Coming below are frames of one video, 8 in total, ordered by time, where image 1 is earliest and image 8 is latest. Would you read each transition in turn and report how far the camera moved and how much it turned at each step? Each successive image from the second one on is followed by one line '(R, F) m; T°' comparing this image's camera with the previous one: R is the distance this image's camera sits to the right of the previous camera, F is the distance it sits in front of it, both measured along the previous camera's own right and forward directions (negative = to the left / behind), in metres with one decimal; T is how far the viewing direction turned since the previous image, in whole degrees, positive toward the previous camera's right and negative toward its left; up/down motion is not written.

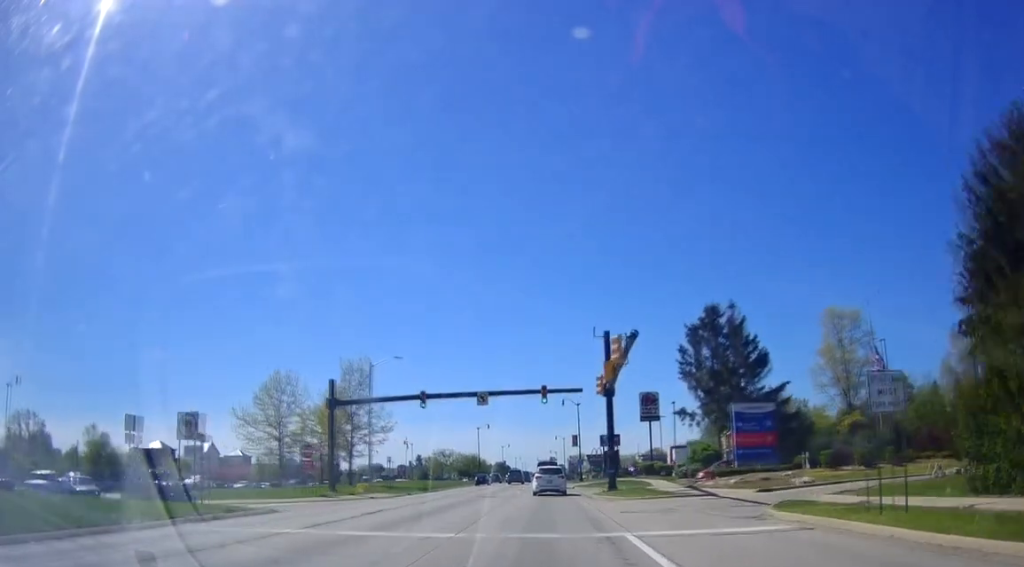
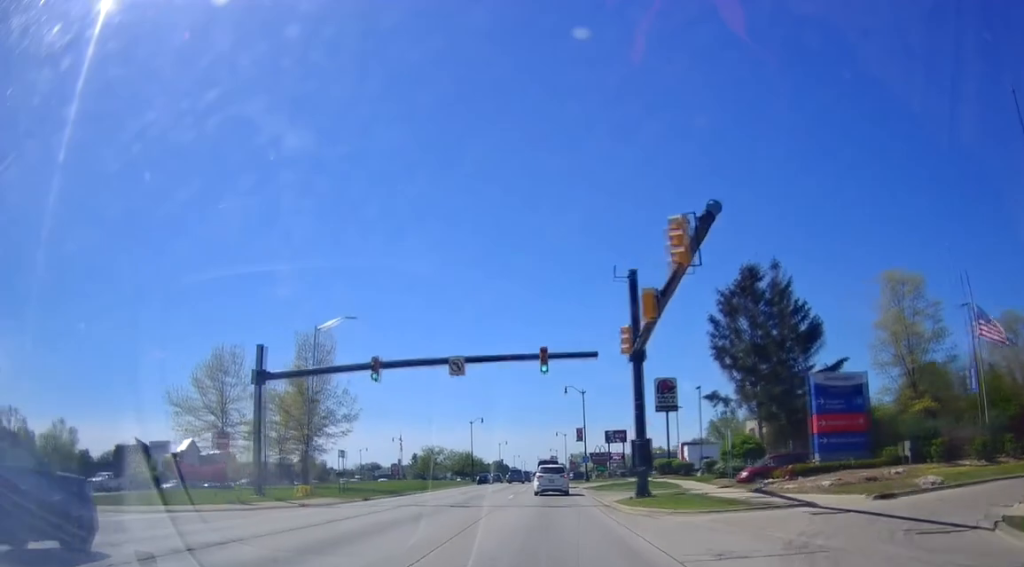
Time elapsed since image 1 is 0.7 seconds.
(+0.3, +11.4) m; +1°
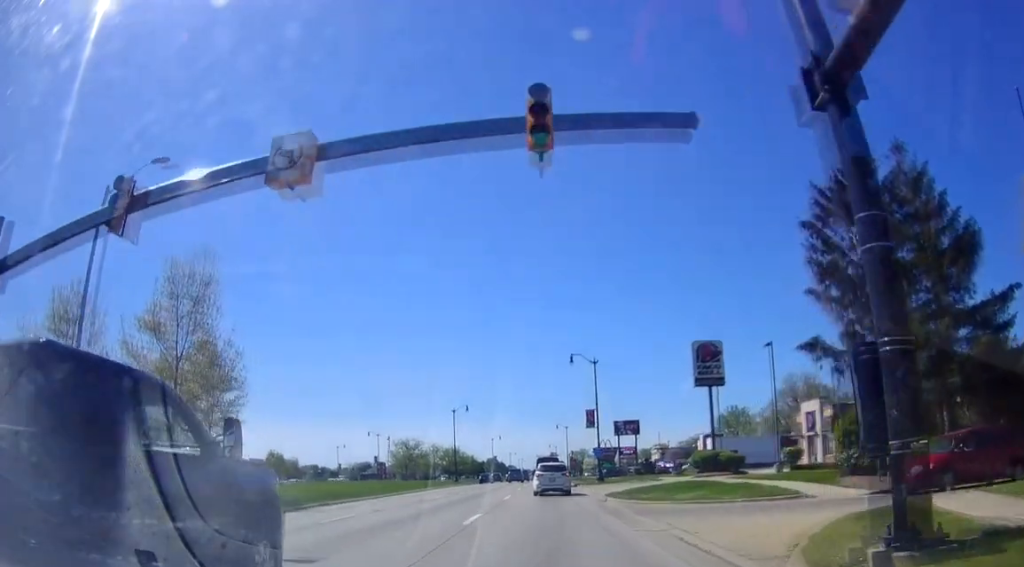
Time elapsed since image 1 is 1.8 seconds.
(-0.3, +19.1) m; -2°
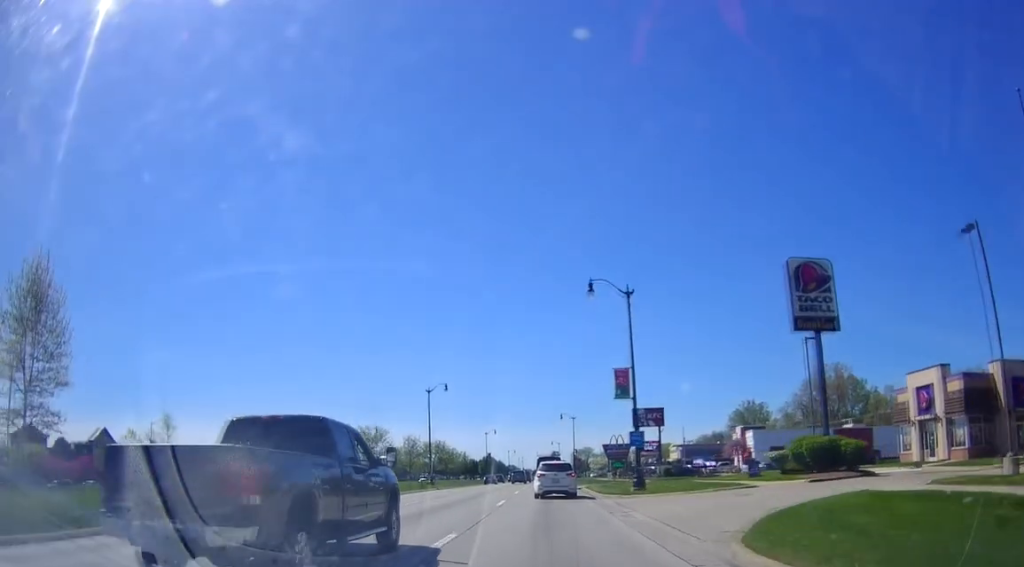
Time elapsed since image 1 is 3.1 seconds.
(-0.1, +20.9) m; +2°
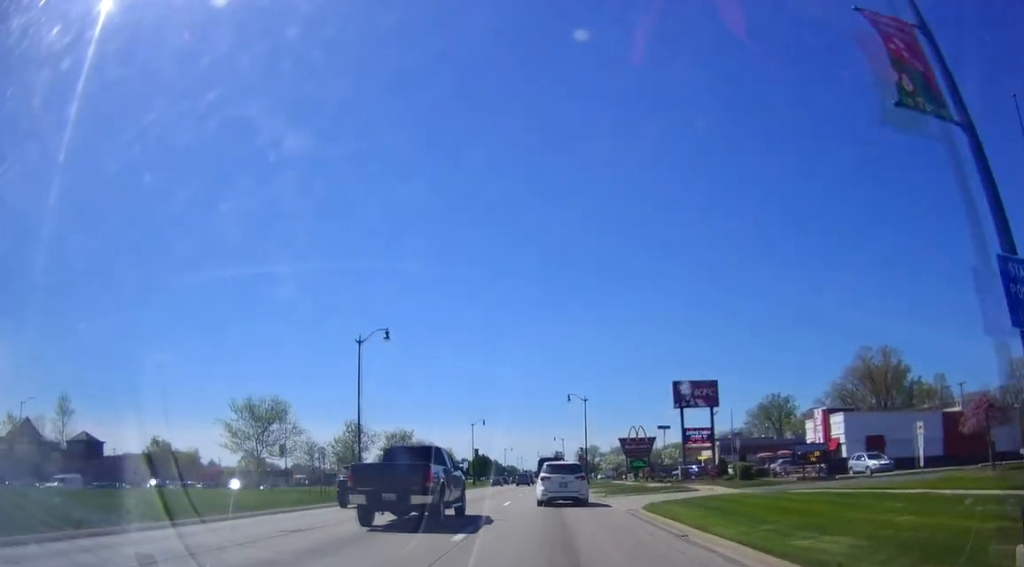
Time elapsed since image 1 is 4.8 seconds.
(+0.3, +26.4) m; 0°
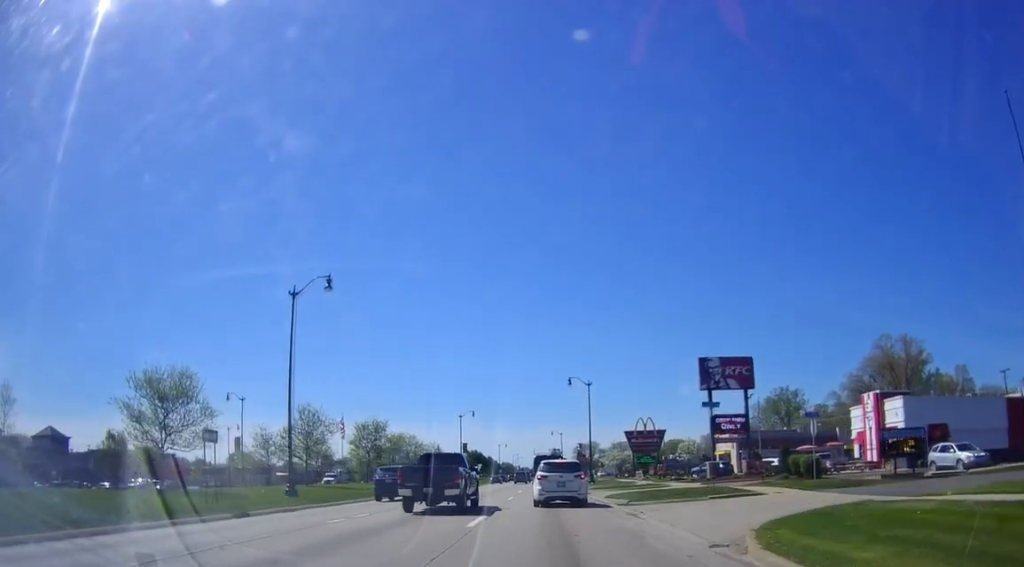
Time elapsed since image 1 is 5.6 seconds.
(-0.2, +11.4) m; 0°
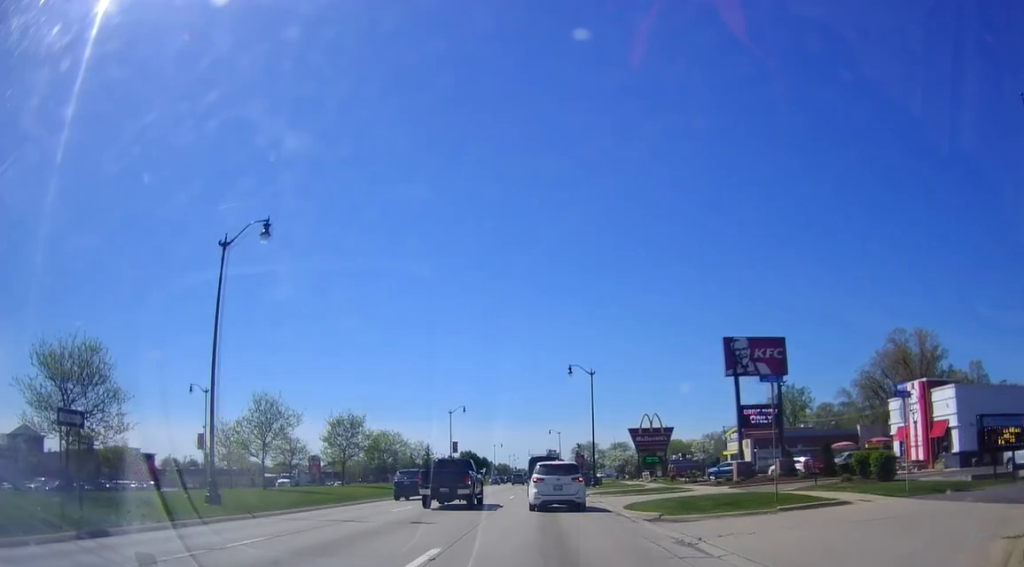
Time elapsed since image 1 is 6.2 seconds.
(+0.2, +7.5) m; +1°
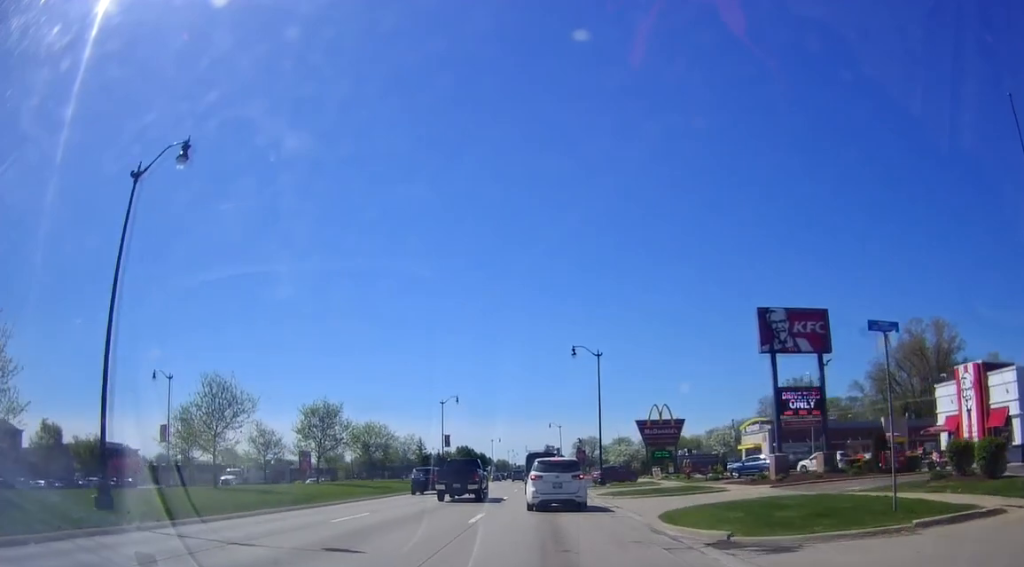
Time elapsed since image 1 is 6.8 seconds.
(+0.1, +6.7) m; 0°
